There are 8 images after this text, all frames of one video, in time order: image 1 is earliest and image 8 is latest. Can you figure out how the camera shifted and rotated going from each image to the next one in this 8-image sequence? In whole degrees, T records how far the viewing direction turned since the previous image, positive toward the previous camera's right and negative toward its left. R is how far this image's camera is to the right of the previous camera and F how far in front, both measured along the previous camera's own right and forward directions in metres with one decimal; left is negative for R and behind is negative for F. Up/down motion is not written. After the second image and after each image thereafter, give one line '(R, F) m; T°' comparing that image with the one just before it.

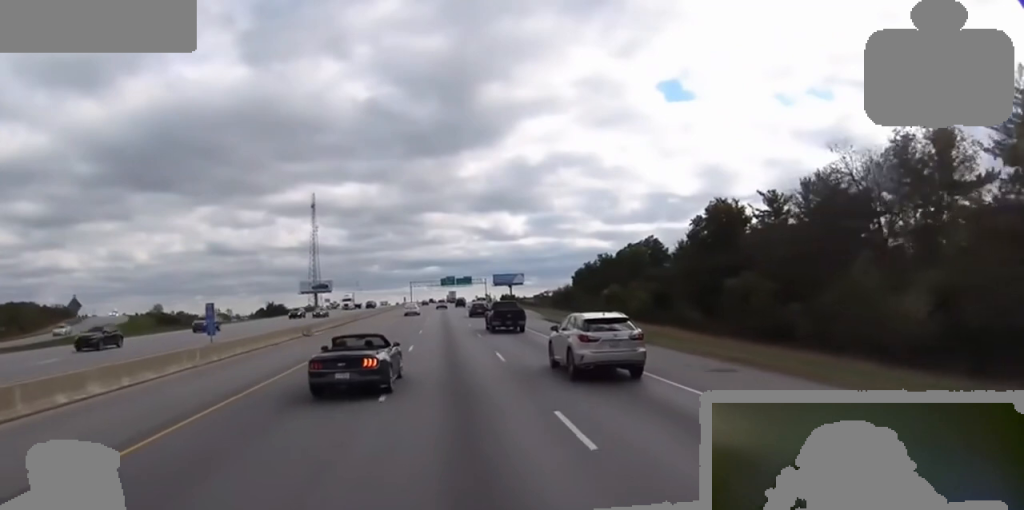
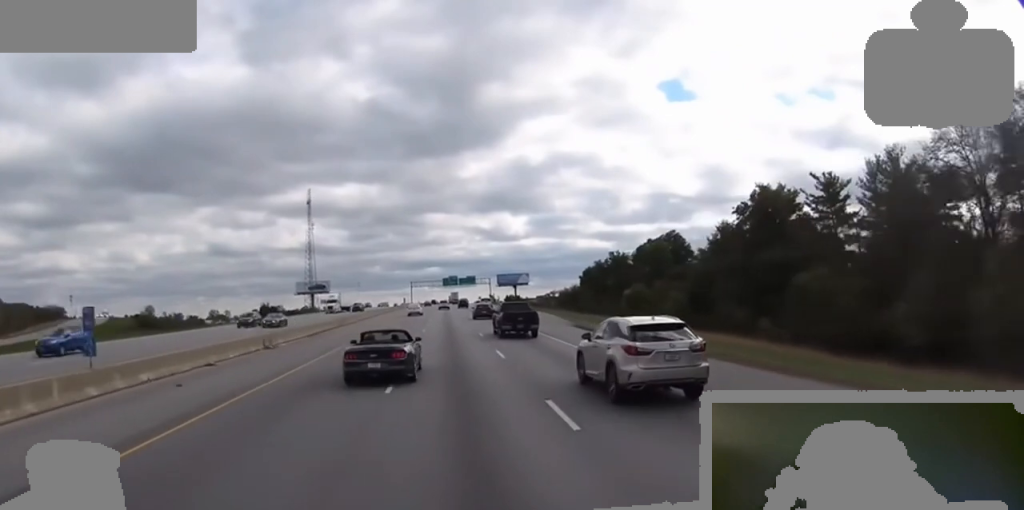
(0.0, +11.0) m; 0°
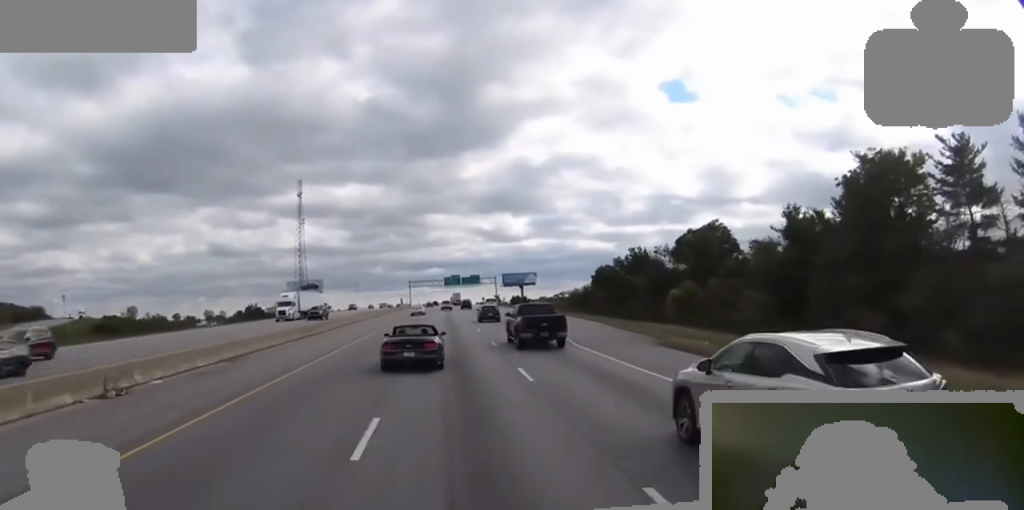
(0.0, +18.2) m; 0°
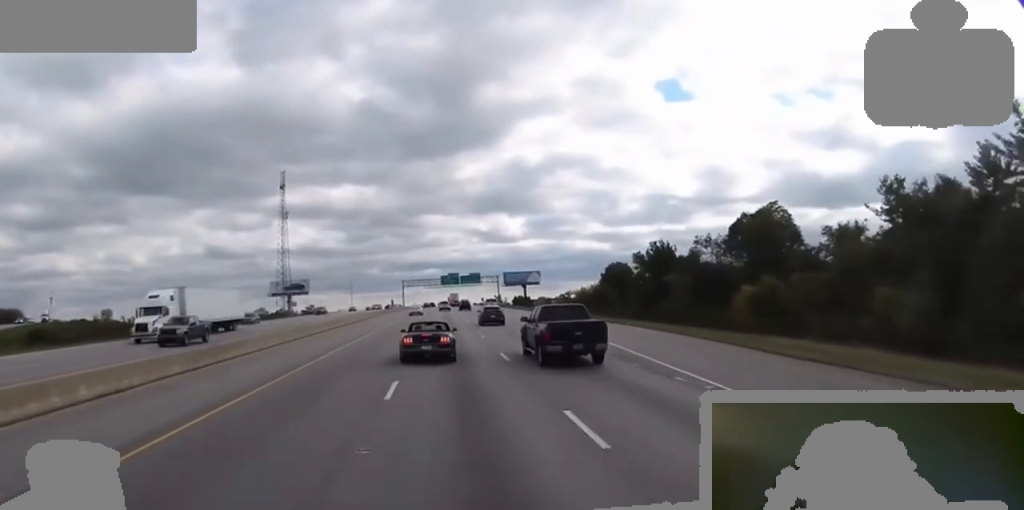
(0.0, +18.4) m; 0°
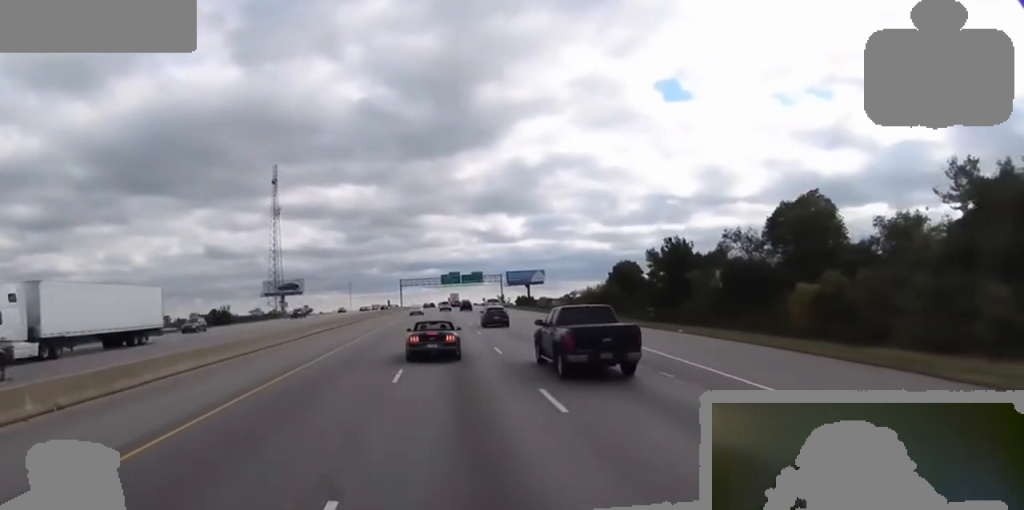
(0.0, +9.7) m; 0°
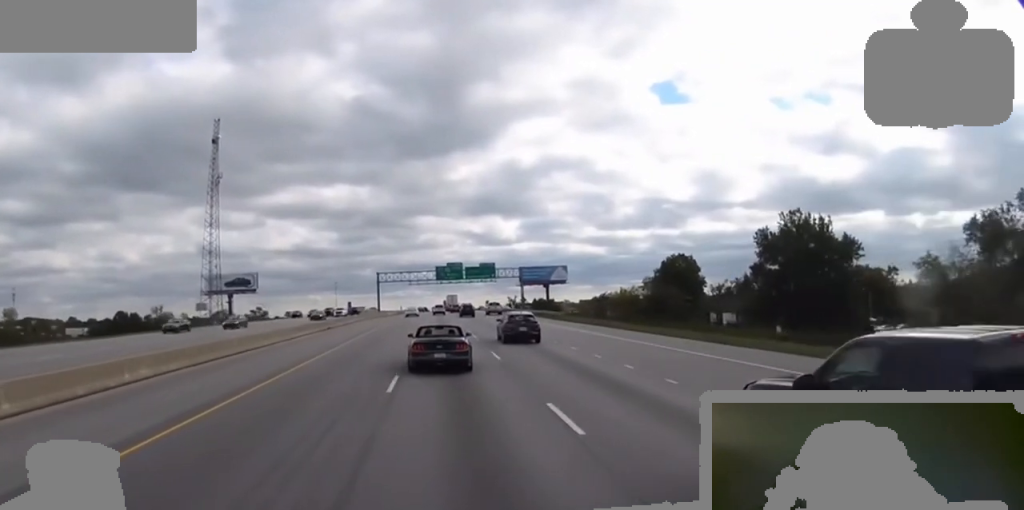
(0.0, +52.1) m; 0°
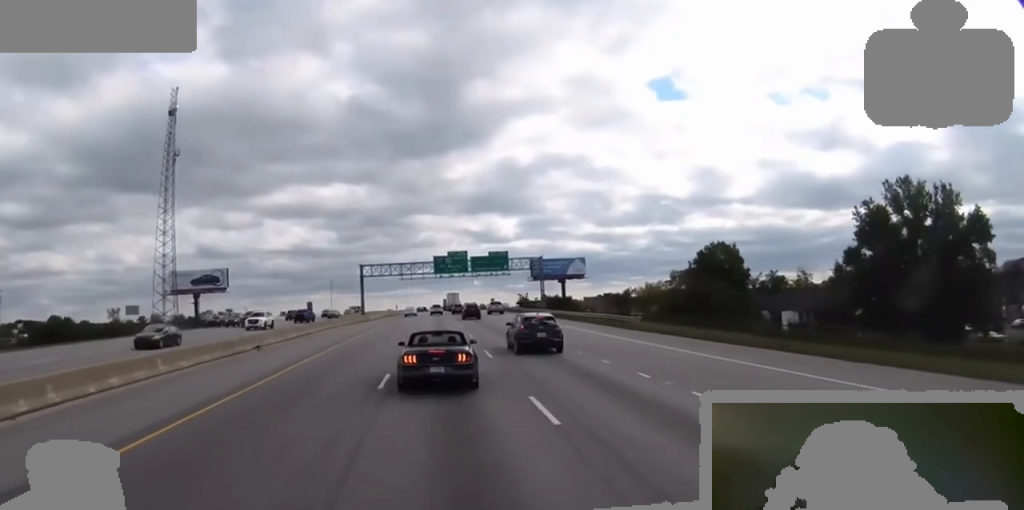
(0.0, +23.9) m; 0°
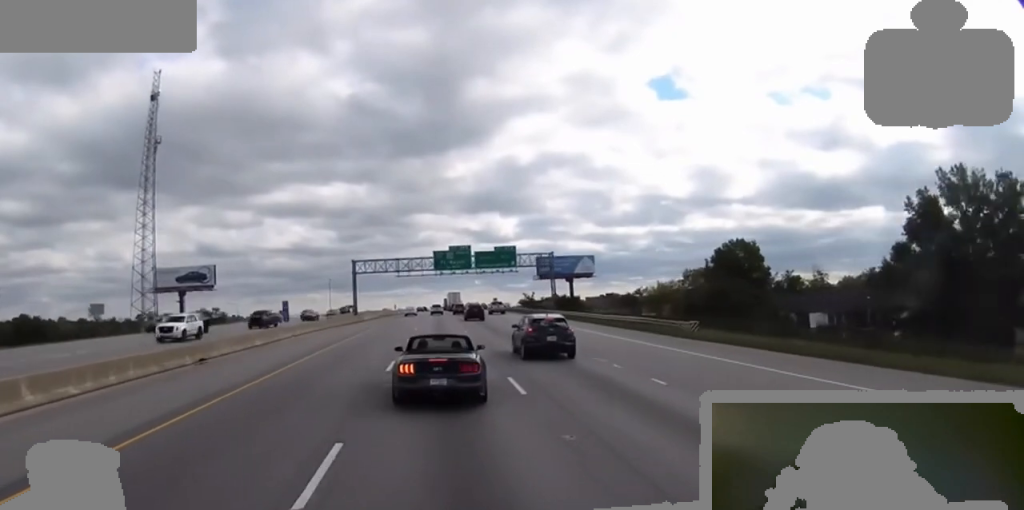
(0.0, +10.1) m; 0°
